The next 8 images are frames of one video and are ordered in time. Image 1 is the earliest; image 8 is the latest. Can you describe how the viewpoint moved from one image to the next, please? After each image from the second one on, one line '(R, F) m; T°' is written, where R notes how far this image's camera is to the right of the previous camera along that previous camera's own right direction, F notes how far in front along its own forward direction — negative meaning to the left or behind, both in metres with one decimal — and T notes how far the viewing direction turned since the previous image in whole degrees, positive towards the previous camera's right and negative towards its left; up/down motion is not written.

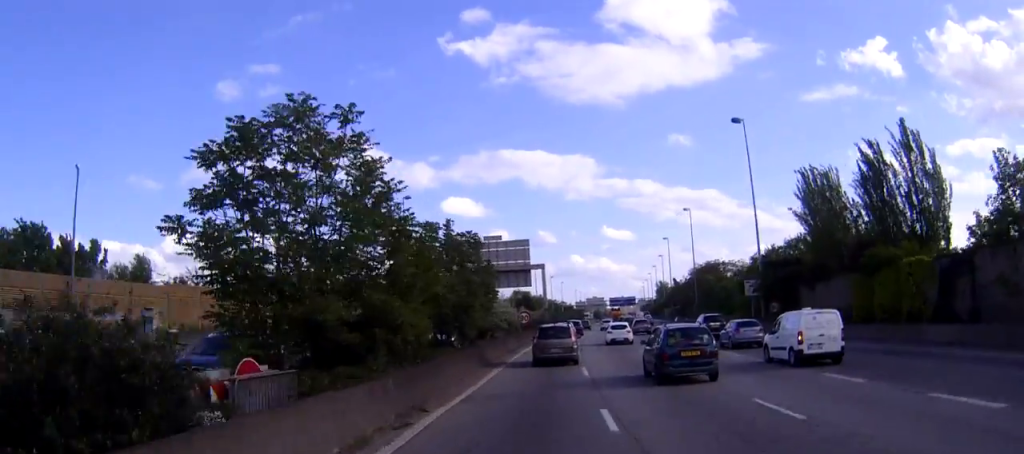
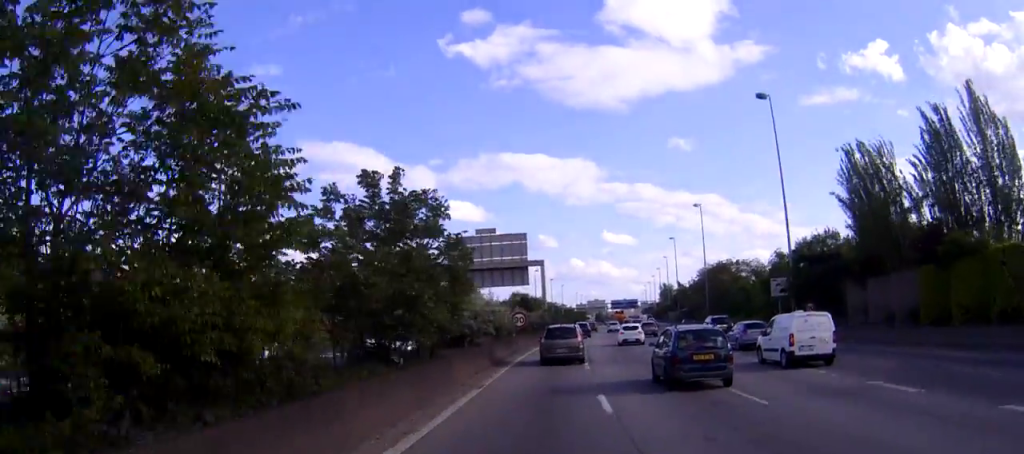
(0.0, +9.4) m; 0°
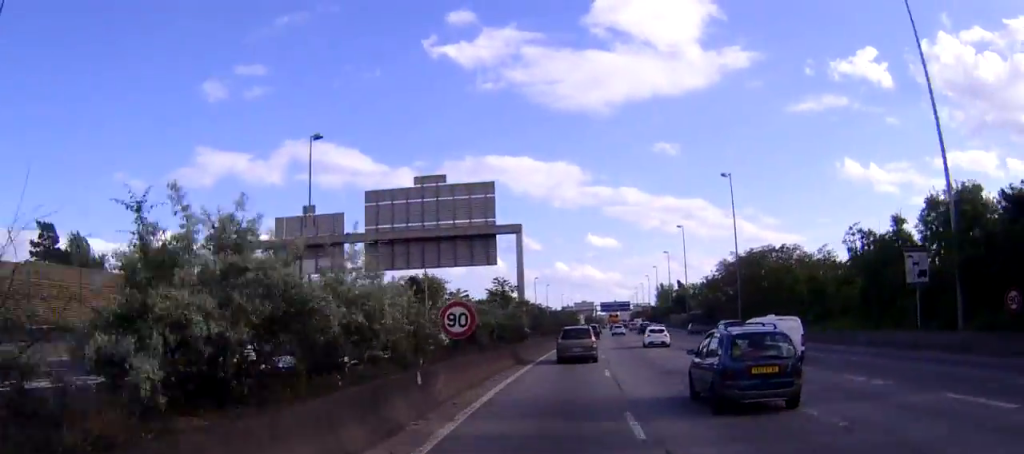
(+0.5, +29.2) m; +2°
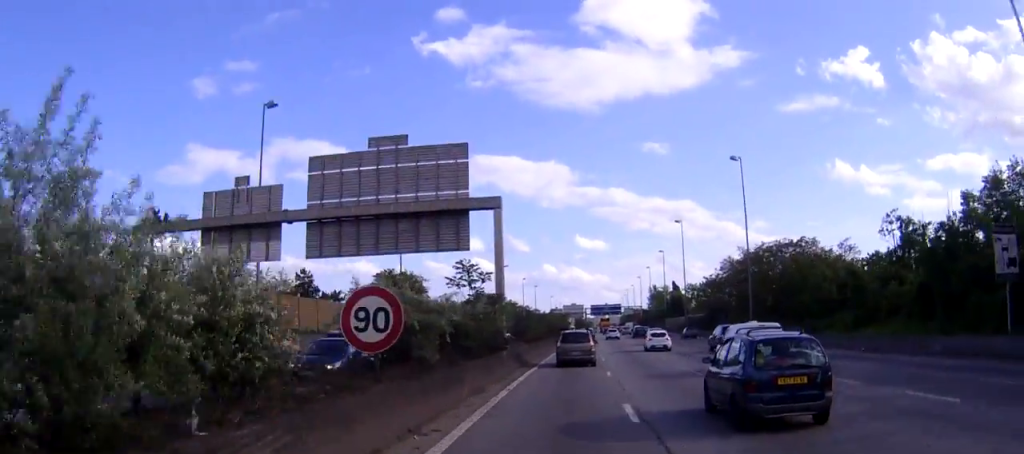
(+0.1, +10.3) m; +1°
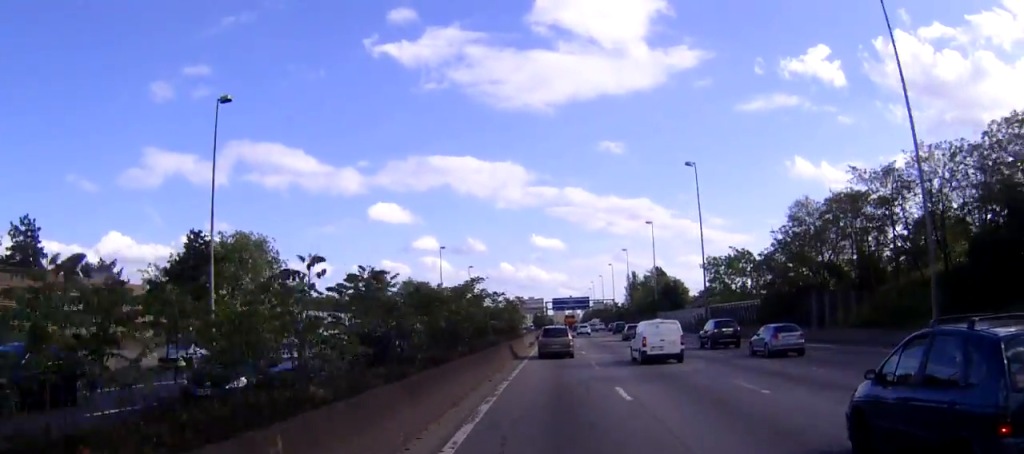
(+1.4, +49.0) m; +3°
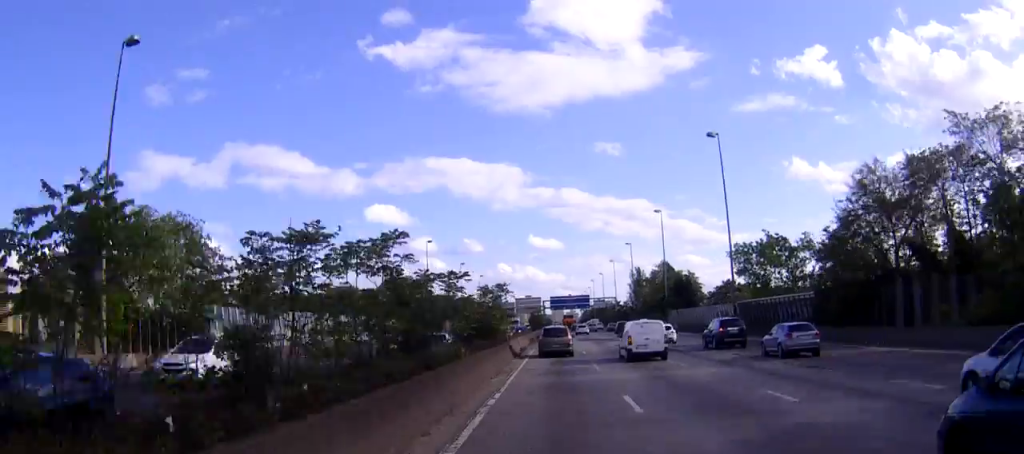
(0.0, +15.1) m; 0°
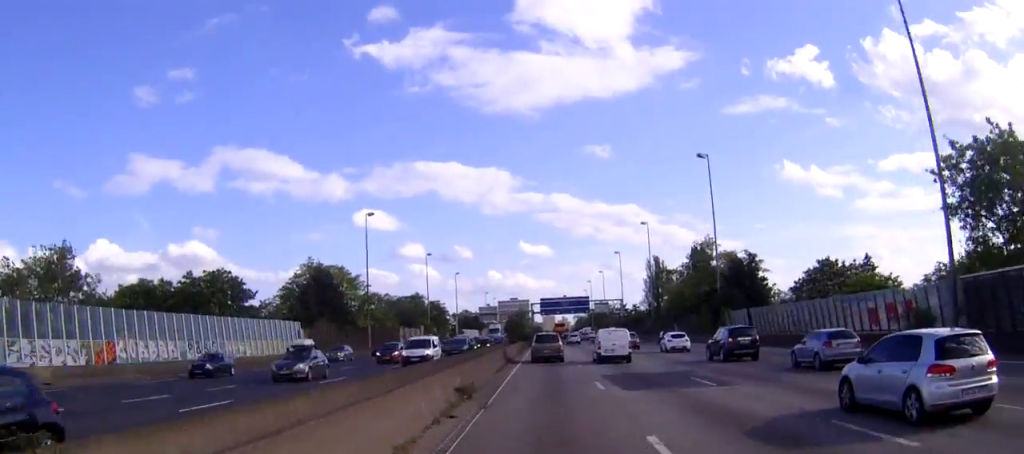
(+0.1, +44.5) m; 0°
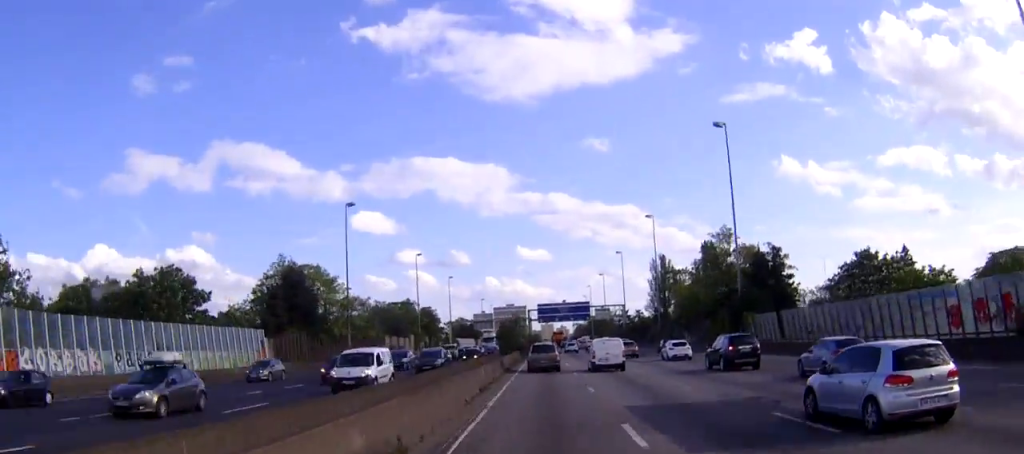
(0.0, +9.8) m; 0°
